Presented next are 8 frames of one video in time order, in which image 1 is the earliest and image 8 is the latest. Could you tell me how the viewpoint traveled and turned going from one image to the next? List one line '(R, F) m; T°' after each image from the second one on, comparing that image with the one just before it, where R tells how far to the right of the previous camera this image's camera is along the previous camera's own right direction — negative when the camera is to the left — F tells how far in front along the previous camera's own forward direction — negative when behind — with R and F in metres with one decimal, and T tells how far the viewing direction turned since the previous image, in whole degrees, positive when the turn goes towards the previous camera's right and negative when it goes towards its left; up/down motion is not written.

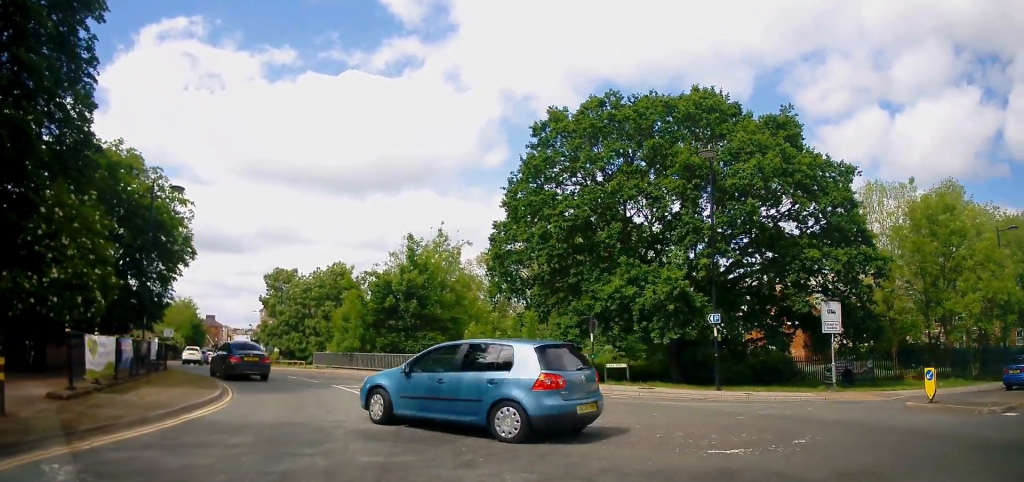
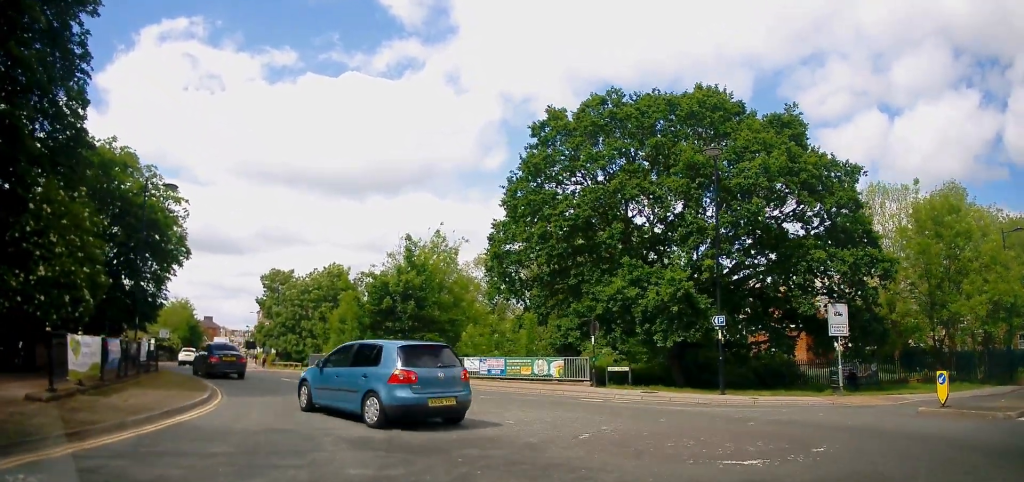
(+0.1, +0.8) m; -1°
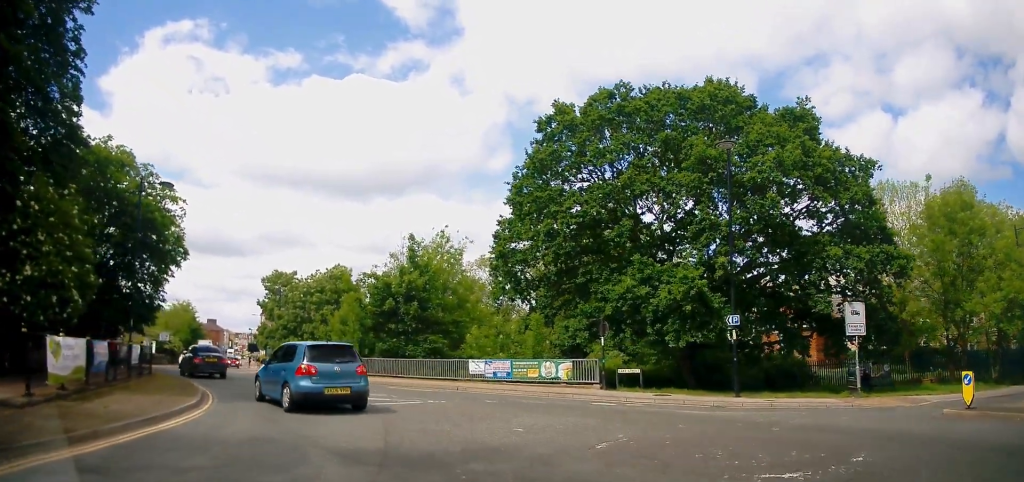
(-0.1, +1.0) m; -2°
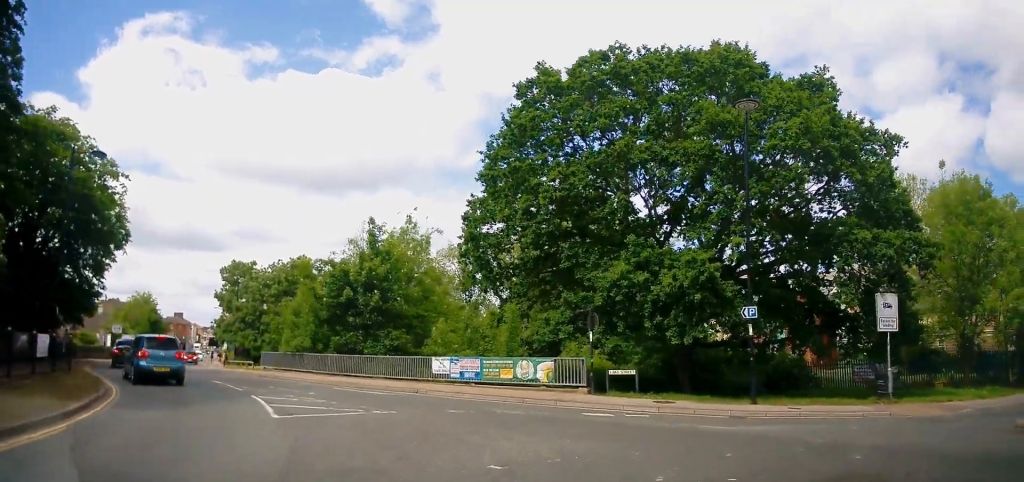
(0.0, +3.3) m; +12°
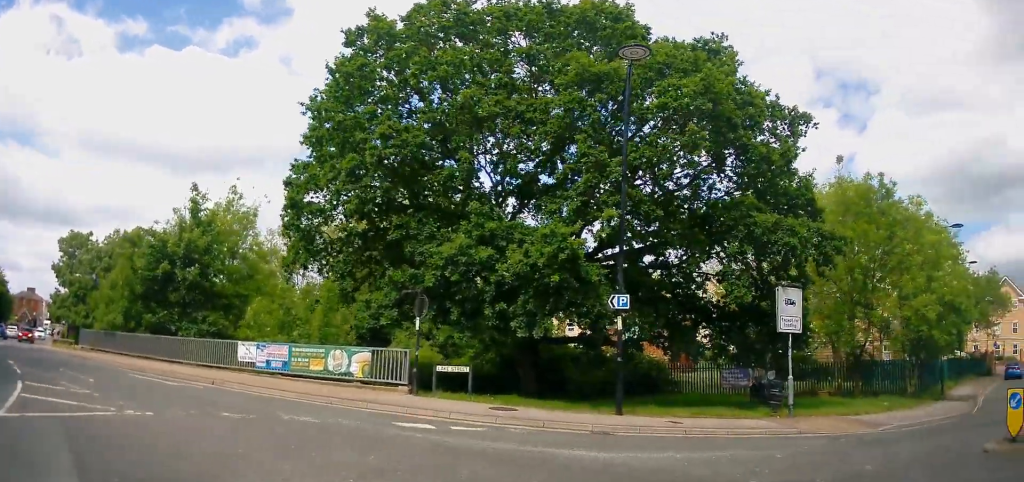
(+0.5, +3.1) m; +18°
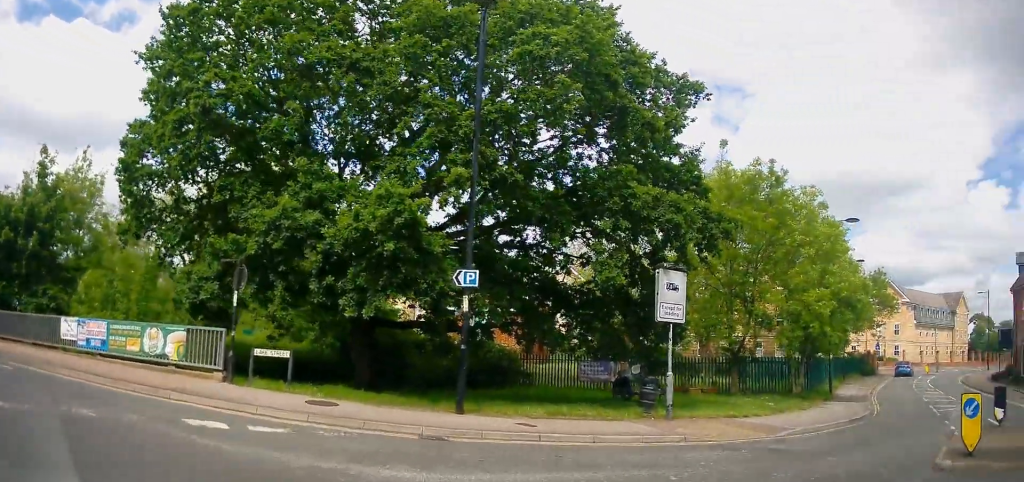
(+0.3, +2.1) m; +13°
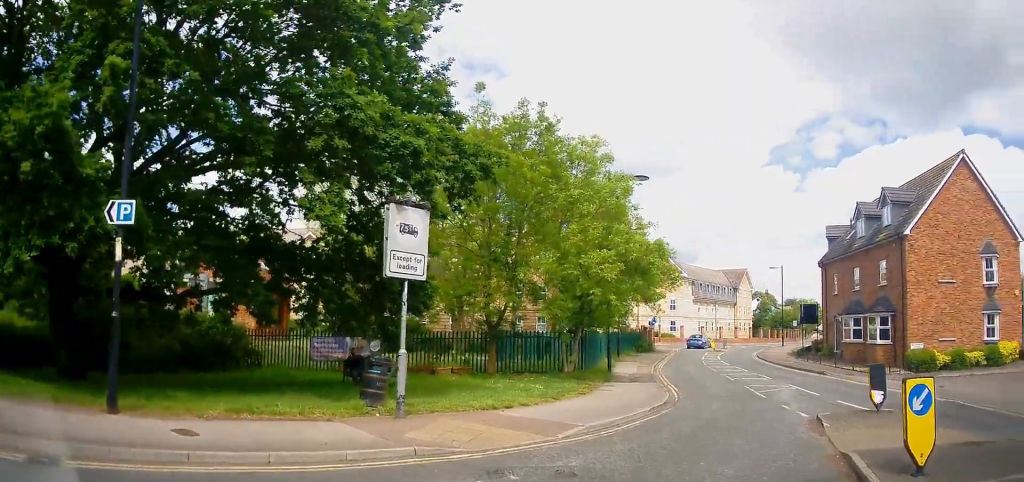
(+0.7, +3.8) m; +21°
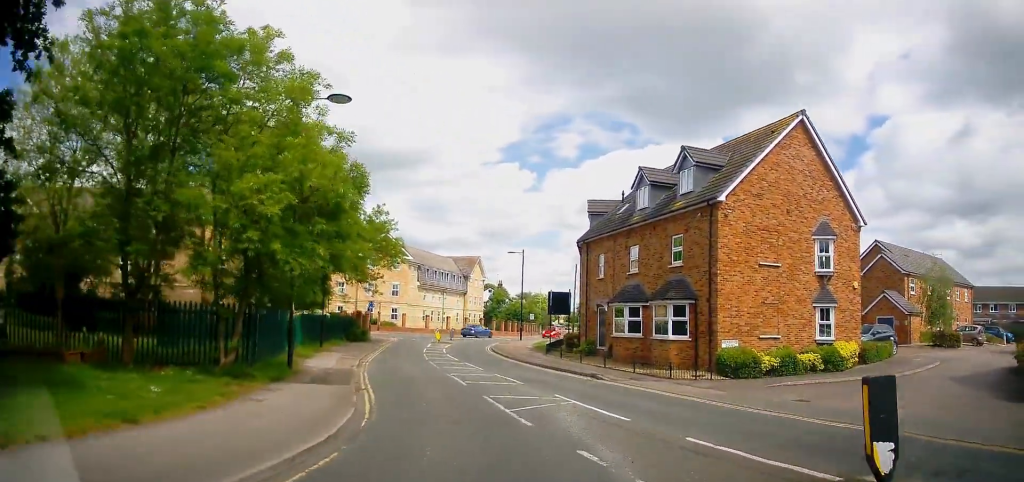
(+1.6, +7.3) m; +20°
